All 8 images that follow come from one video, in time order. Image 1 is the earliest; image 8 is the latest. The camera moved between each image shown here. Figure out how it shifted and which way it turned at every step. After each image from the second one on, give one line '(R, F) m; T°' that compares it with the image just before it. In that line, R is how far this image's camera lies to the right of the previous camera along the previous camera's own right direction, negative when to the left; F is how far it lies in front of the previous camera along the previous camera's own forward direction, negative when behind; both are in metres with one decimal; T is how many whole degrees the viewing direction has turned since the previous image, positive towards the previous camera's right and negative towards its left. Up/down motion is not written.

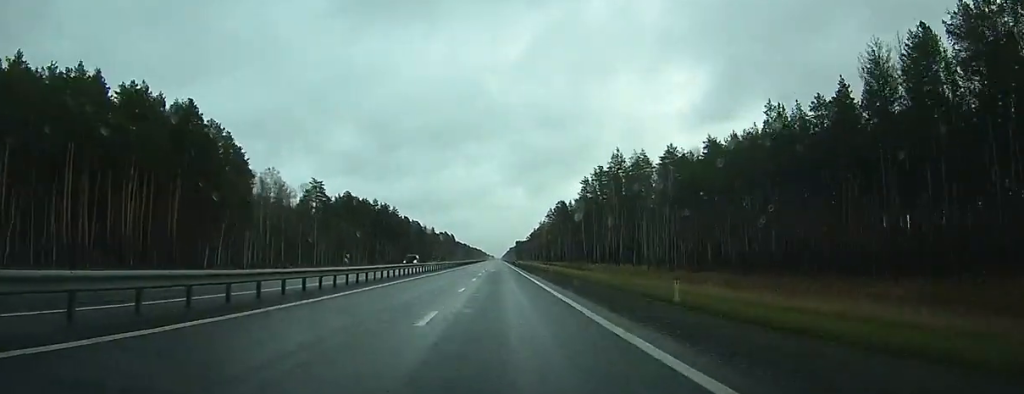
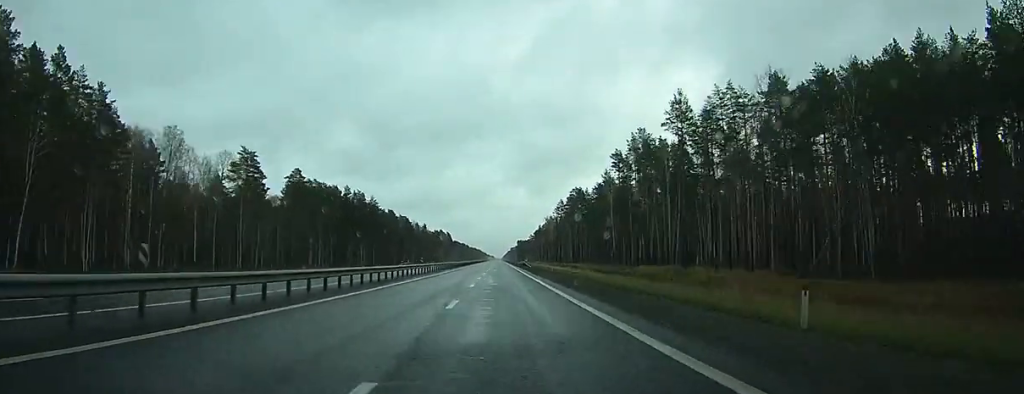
(0.0, +55.6) m; +4°
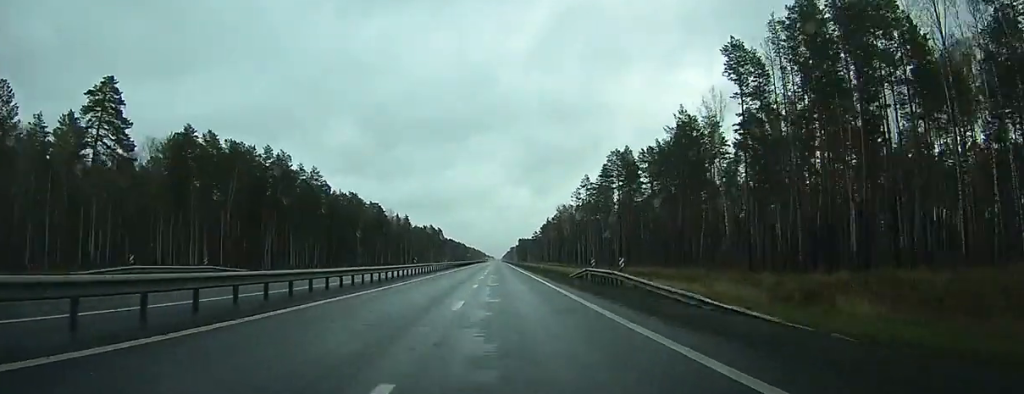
(+5.5, +68.5) m; -3°
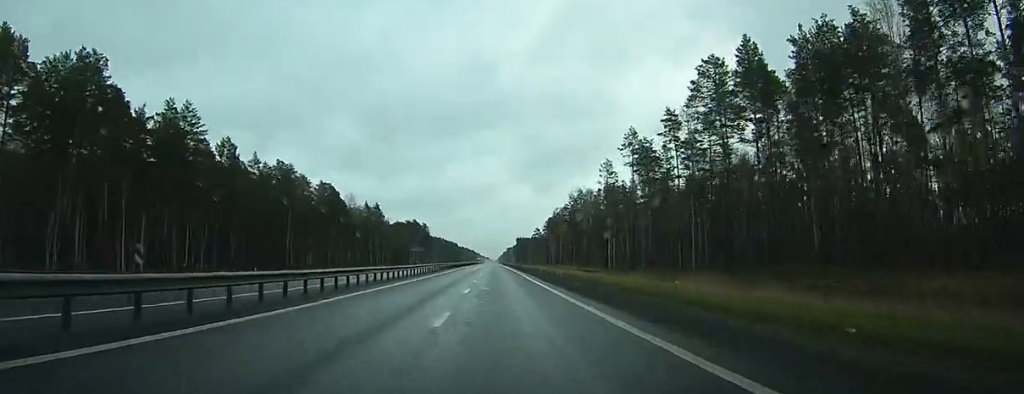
(-10.1, +84.3) m; -4°
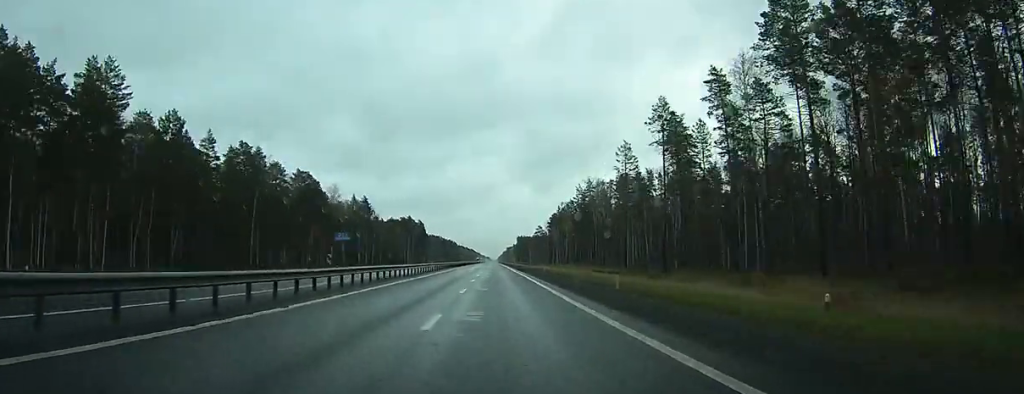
(+0.4, +27.2) m; +2°
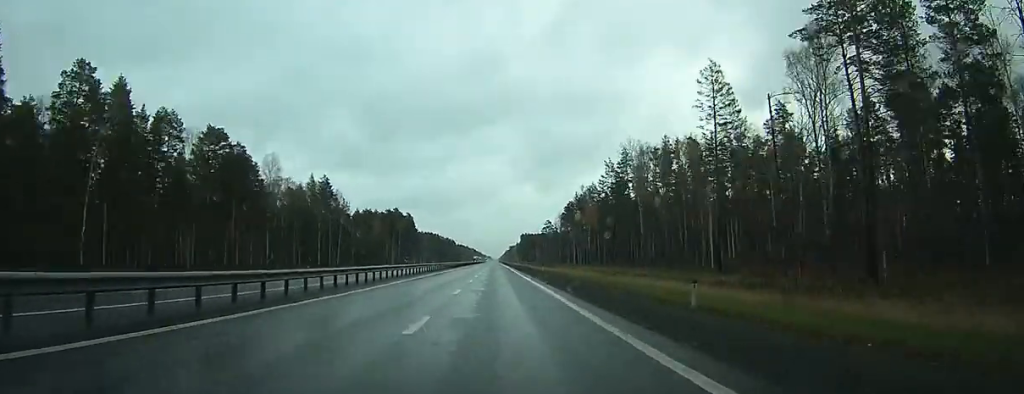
(+1.8, +67.9) m; +2°
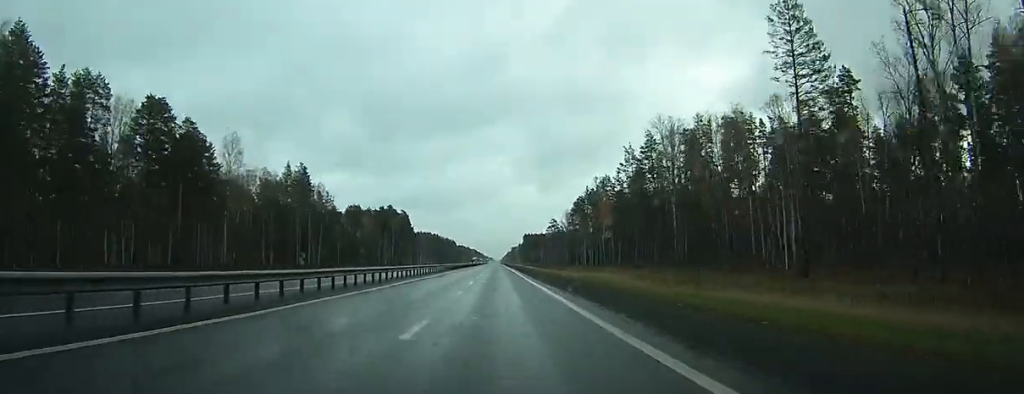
(0.0, +26.5) m; 0°
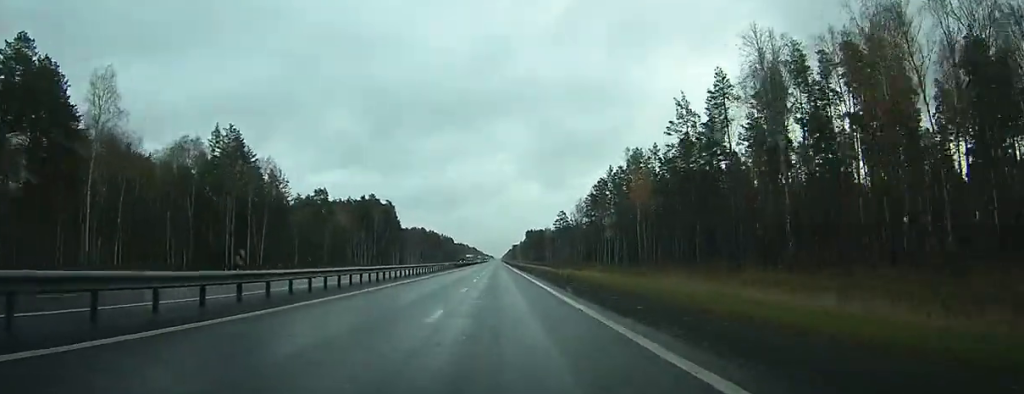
(0.0, +47.8) m; 0°
